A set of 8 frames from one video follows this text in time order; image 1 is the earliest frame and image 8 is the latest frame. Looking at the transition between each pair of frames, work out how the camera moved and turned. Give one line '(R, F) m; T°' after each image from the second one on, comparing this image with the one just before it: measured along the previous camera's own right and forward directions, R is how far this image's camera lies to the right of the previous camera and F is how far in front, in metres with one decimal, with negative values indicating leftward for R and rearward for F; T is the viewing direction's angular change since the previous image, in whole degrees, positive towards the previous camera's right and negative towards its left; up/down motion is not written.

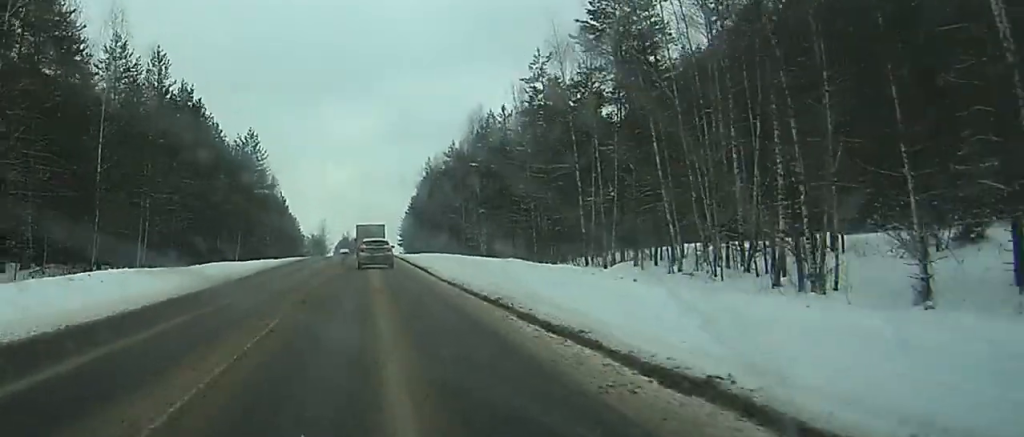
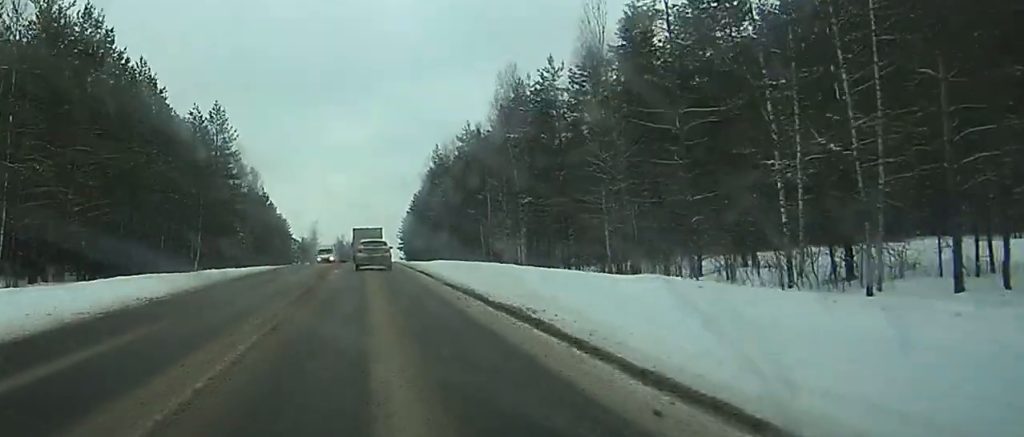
(+0.2, +24.8) m; +1°
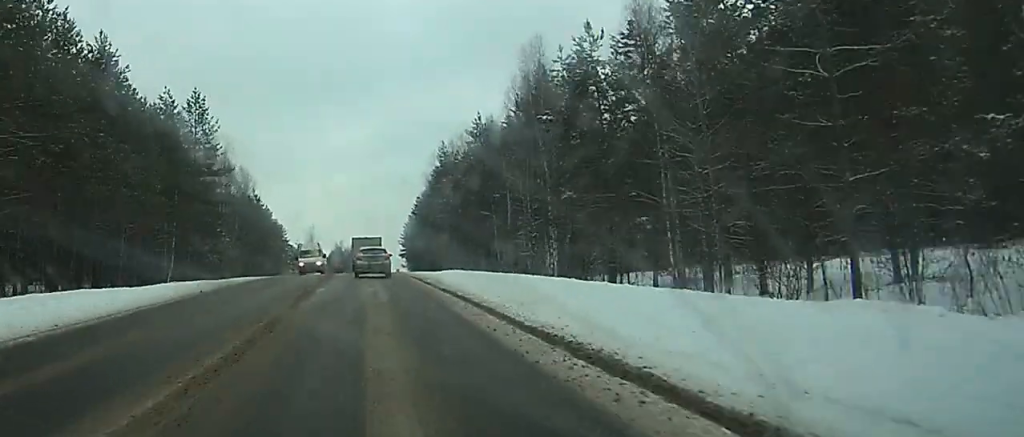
(0.0, +11.5) m; 0°
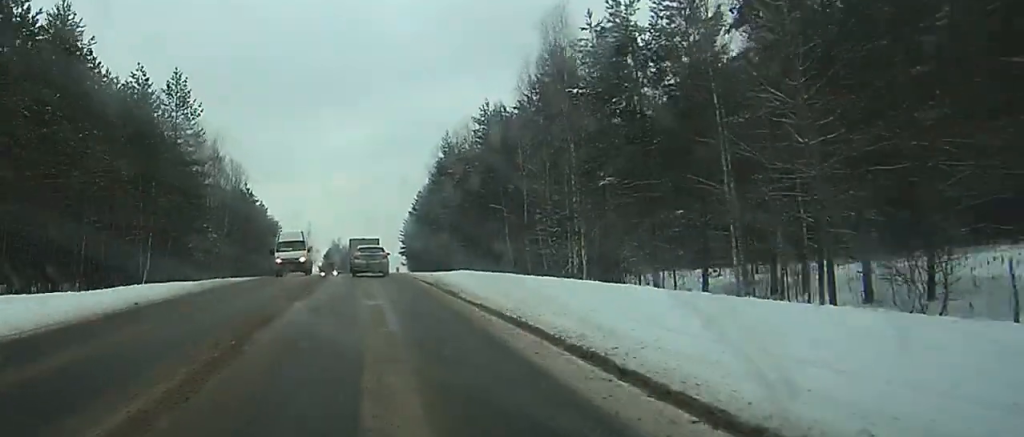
(0.0, +7.9) m; 0°
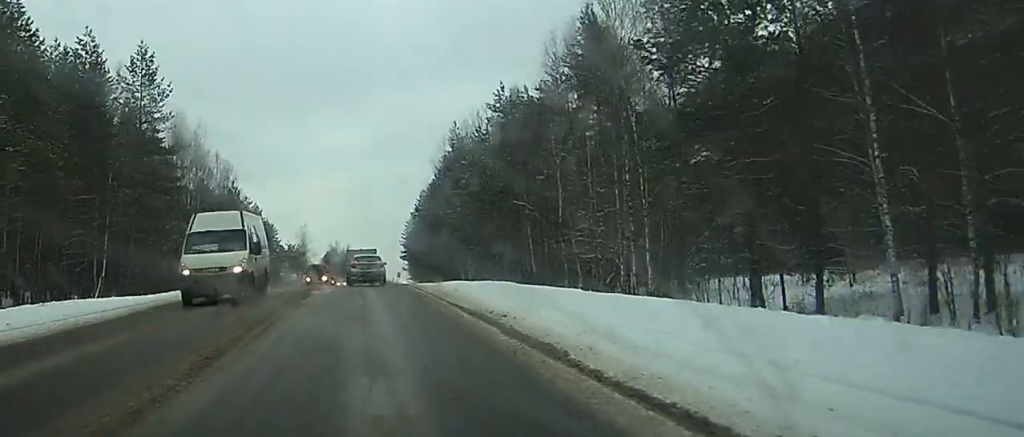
(0.0, +11.4) m; 0°
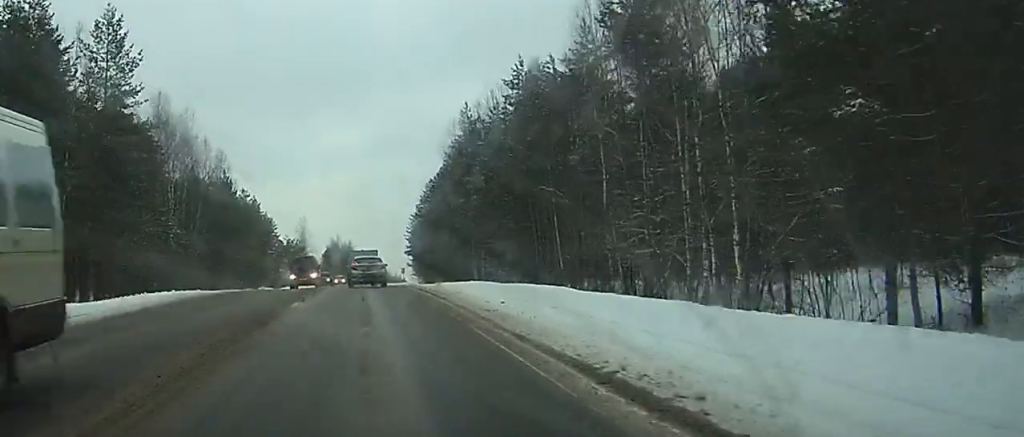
(0.0, +8.2) m; 0°
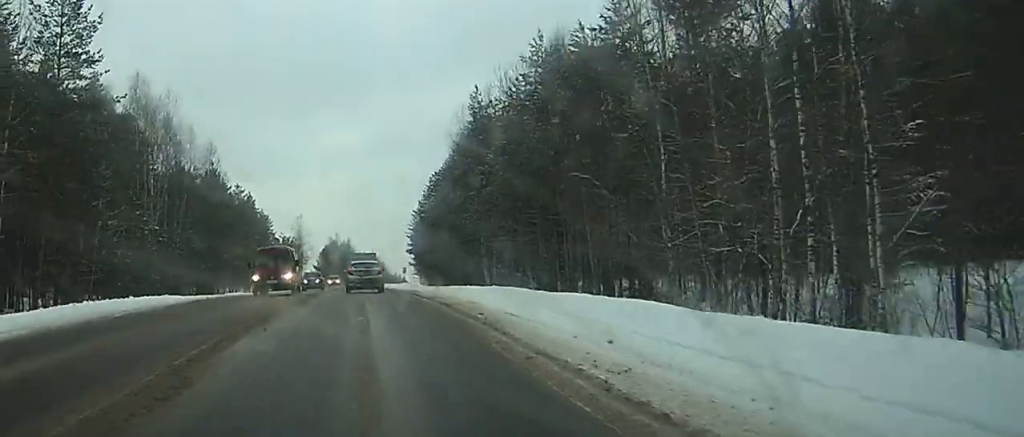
(-0.1, +5.5) m; 0°
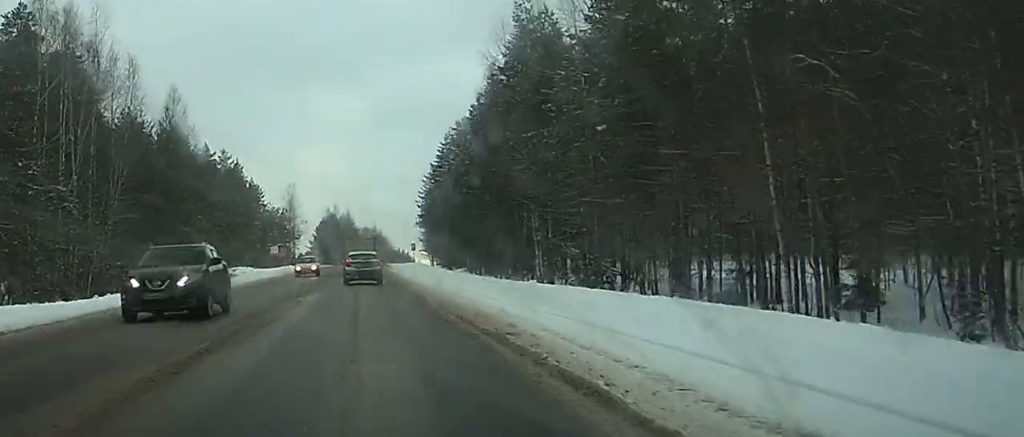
(+0.2, +25.2) m; 0°
